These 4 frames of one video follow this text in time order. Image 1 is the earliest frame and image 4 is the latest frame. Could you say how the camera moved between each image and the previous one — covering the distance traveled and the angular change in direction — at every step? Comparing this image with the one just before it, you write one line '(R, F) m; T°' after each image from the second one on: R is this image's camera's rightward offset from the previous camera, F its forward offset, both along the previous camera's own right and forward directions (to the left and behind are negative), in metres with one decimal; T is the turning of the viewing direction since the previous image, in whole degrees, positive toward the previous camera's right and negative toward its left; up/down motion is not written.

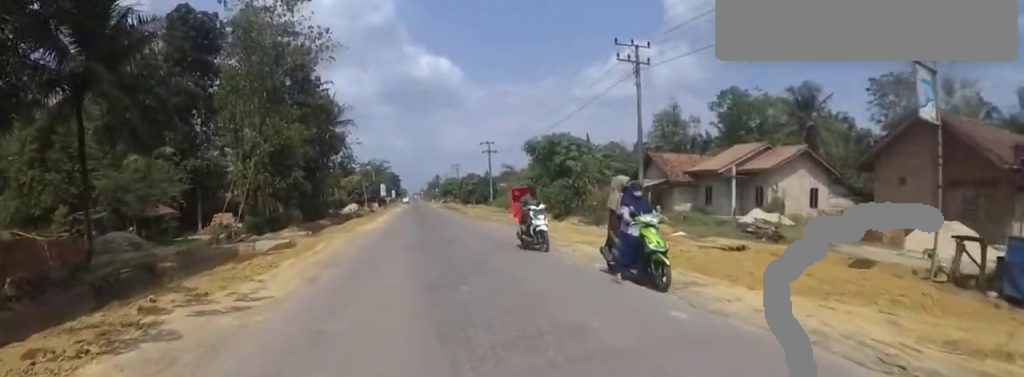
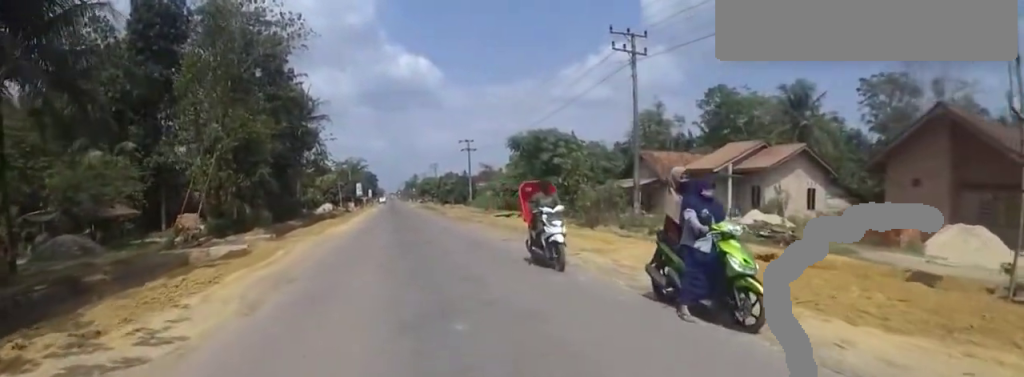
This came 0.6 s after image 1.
(0.0, +1.9) m; 0°
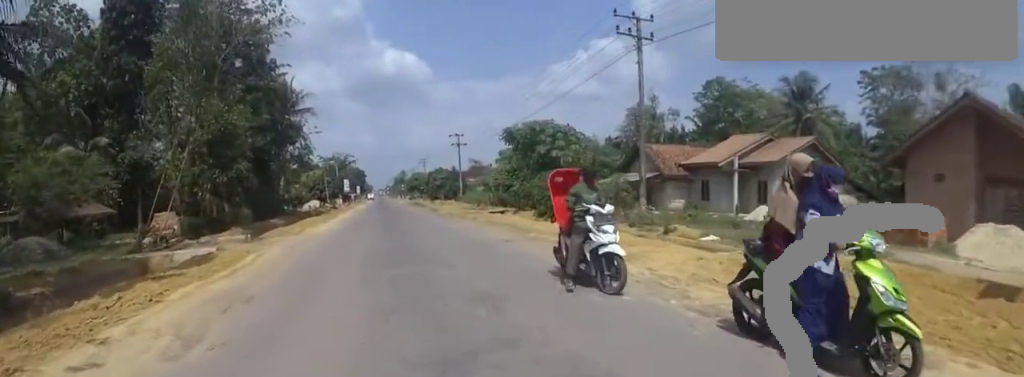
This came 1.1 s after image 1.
(0.0, +1.7) m; 0°
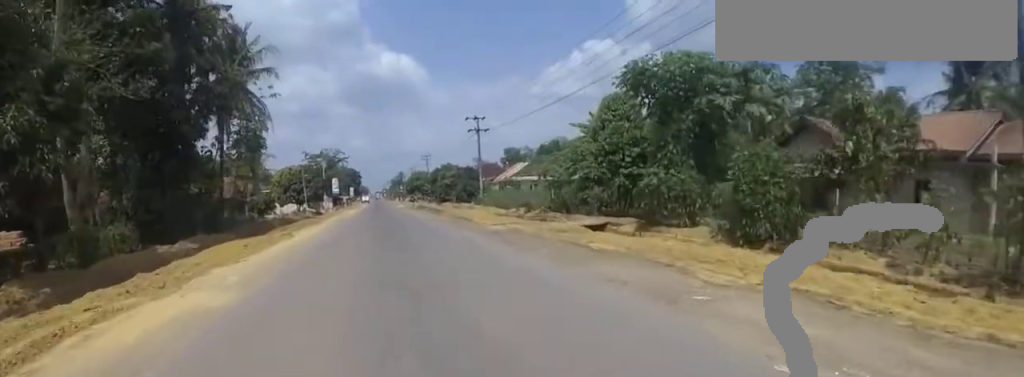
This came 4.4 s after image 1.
(0.0, +14.9) m; 0°
